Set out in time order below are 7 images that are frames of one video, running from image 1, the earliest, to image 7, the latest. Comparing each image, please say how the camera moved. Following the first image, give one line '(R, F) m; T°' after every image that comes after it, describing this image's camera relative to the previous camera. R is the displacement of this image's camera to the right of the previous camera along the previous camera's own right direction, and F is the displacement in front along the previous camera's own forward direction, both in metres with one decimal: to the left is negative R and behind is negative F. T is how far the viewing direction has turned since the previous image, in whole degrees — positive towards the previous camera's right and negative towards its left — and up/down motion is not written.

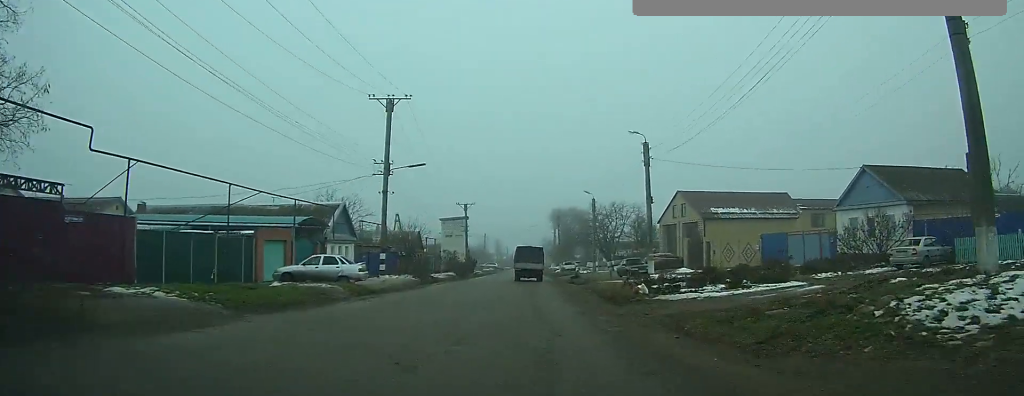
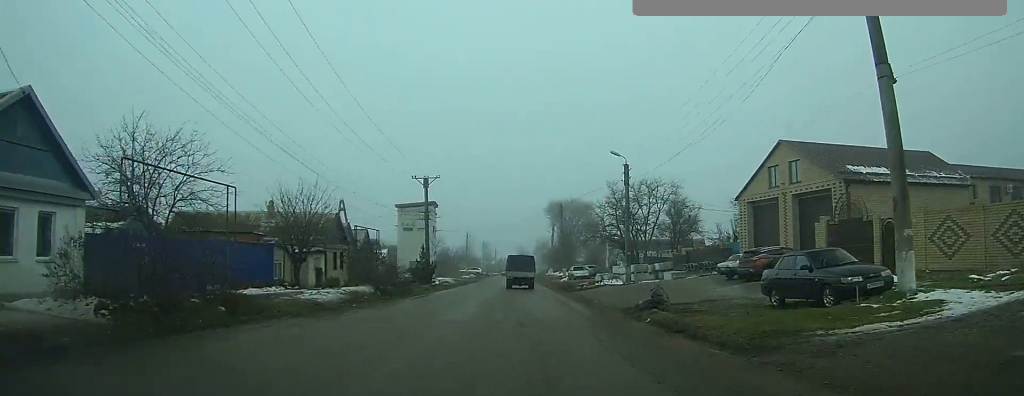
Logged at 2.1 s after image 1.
(-0.2, +28.2) m; 0°
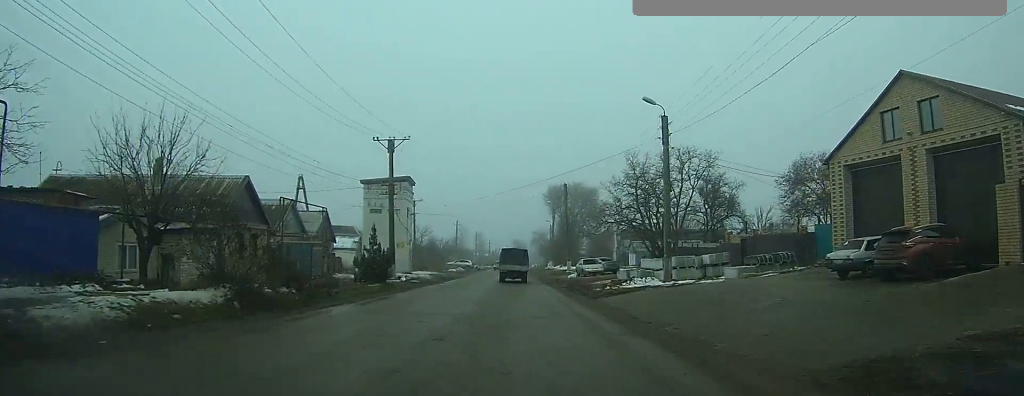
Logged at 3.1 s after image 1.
(0.0, +16.4) m; 0°
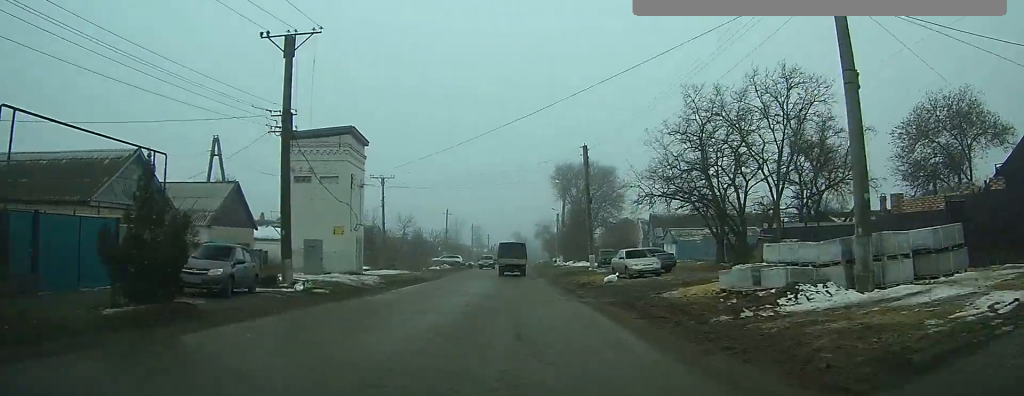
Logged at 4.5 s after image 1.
(+0.1, +20.8) m; 0°
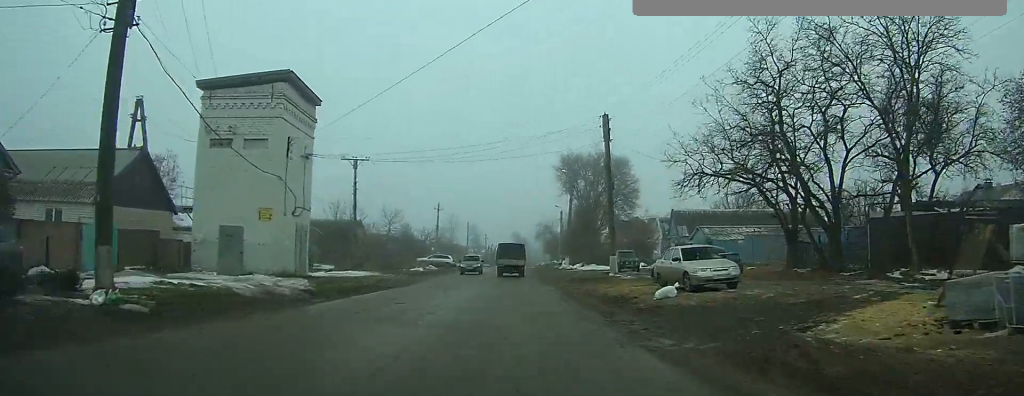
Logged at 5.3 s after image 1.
(0.0, +10.4) m; 0°
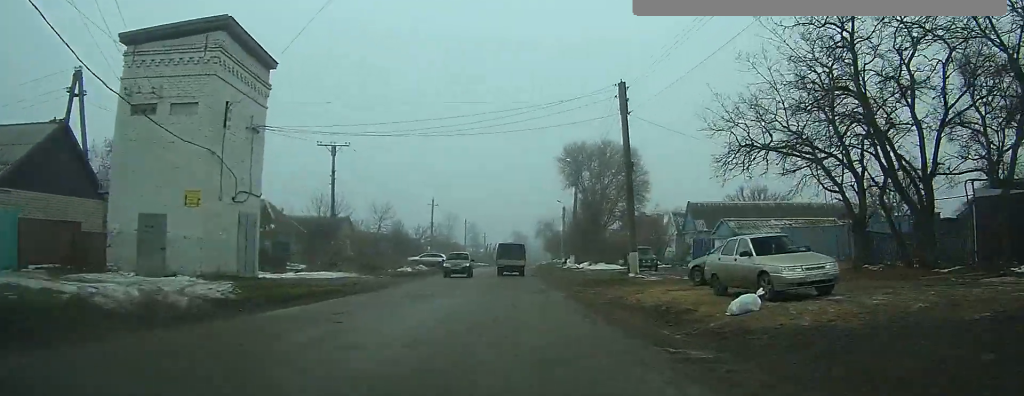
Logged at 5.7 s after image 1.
(0.0, +5.4) m; 0°
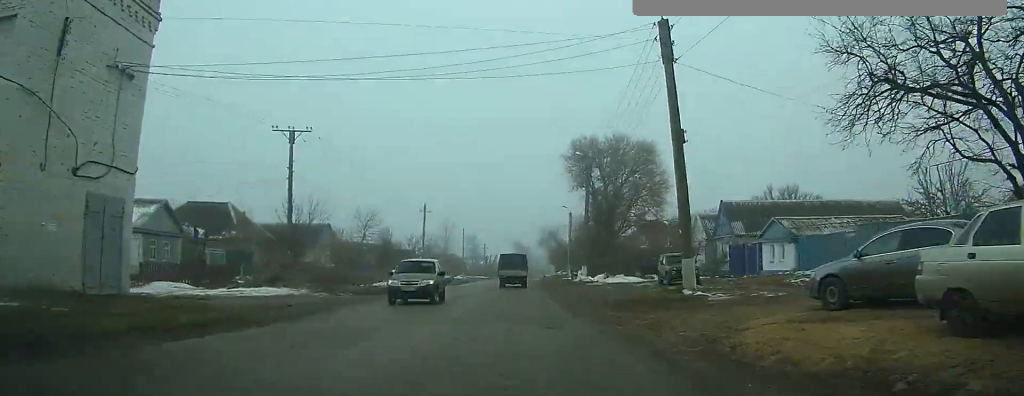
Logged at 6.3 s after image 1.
(0.0, +8.1) m; 0°
